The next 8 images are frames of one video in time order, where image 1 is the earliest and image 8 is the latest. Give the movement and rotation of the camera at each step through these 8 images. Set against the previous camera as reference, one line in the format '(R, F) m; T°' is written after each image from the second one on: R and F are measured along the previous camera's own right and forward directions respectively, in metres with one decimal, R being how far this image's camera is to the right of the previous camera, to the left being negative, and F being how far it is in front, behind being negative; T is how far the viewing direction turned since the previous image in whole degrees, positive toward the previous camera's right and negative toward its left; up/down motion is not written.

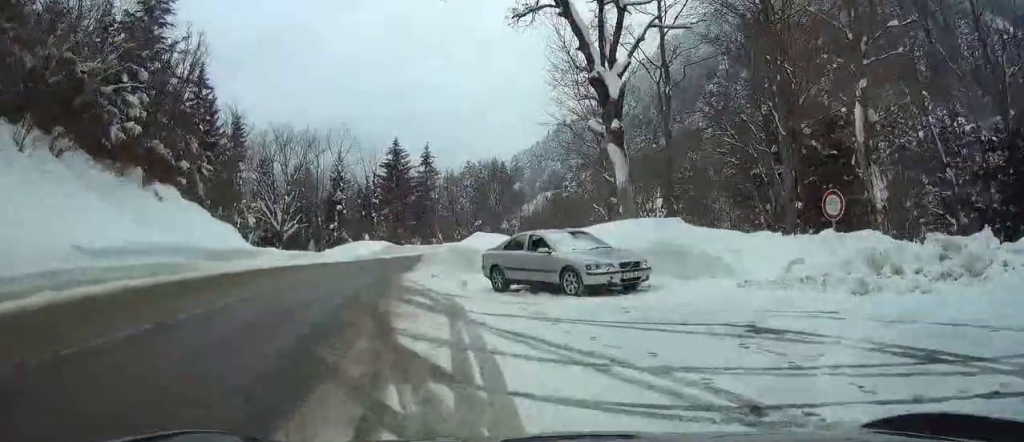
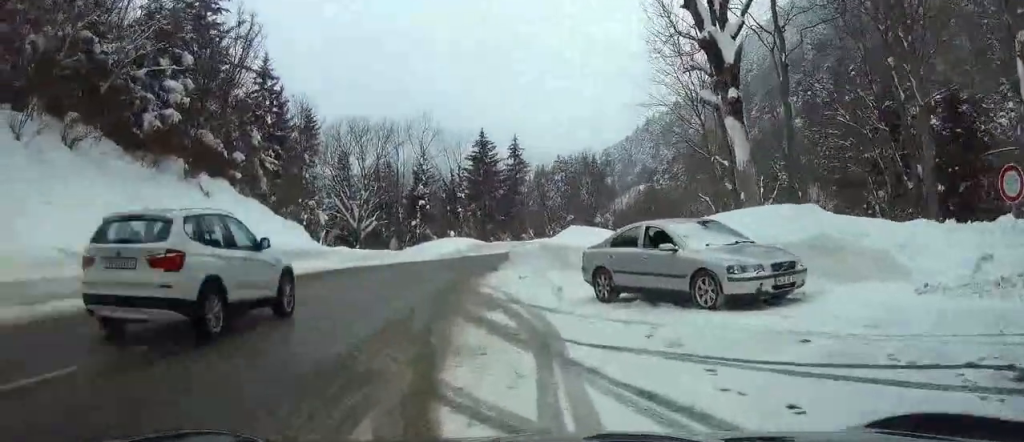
(0.0, +4.1) m; -4°
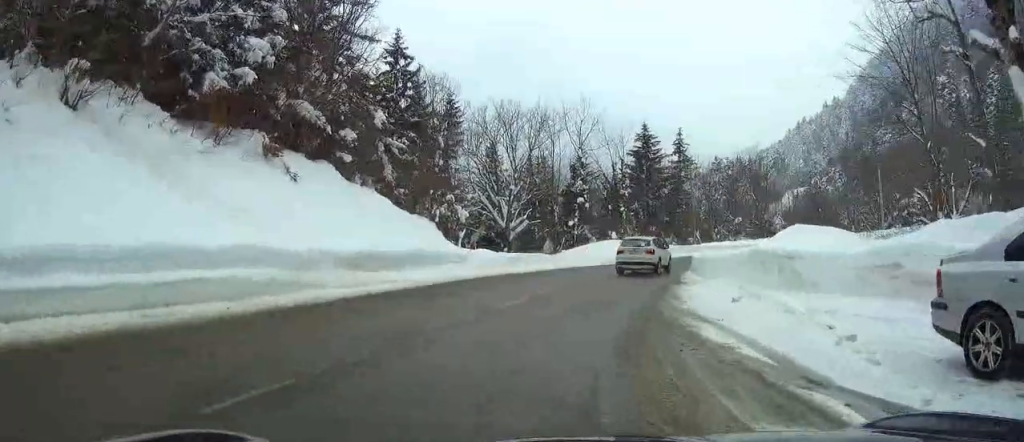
(-1.7, +8.1) m; -19°
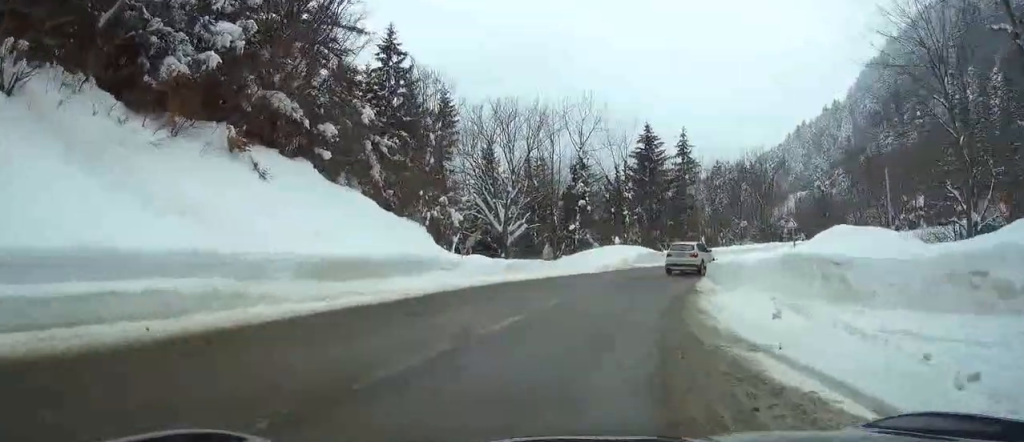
(0.0, +2.6) m; 0°
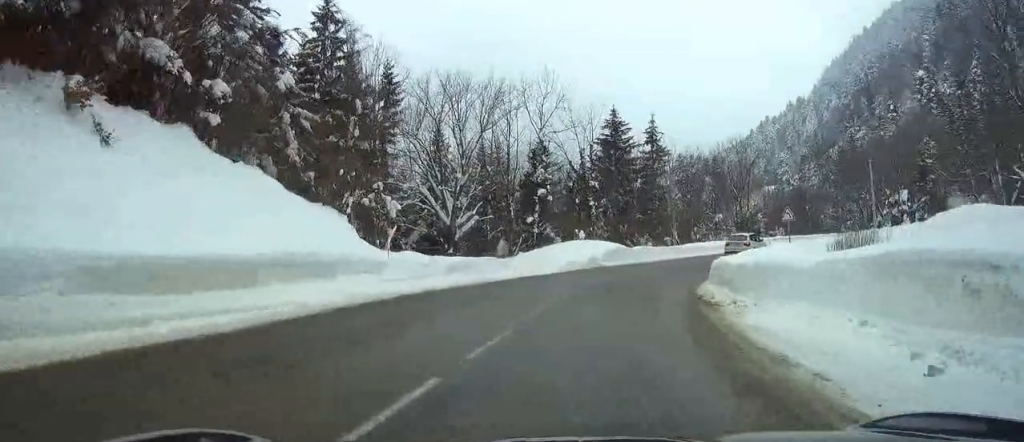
(+0.1, +5.9) m; +3°
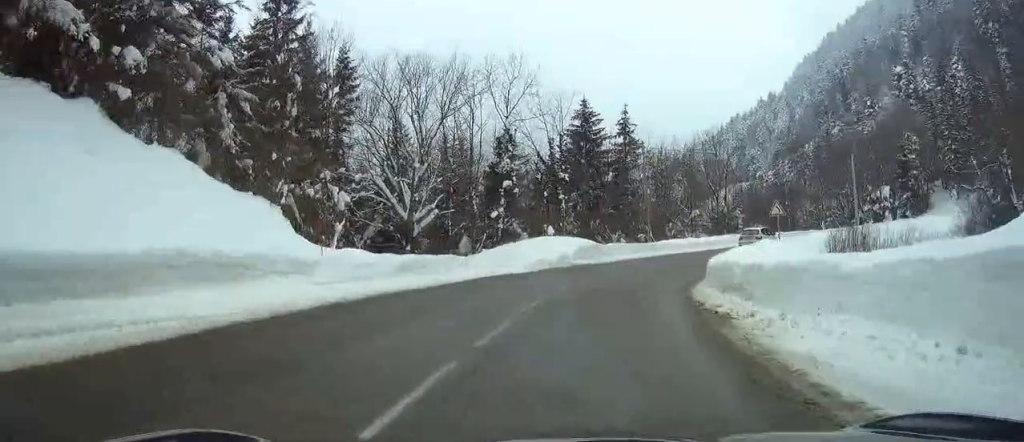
(+0.1, +3.1) m; +2°
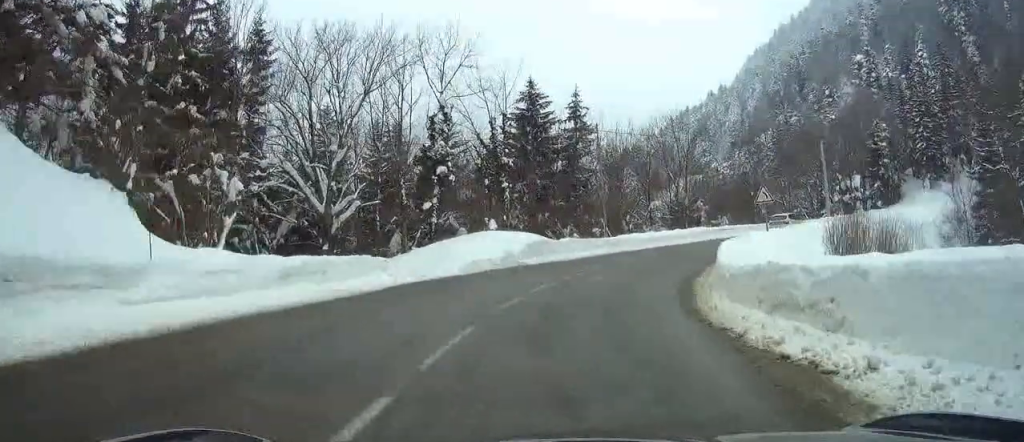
(+0.1, +5.7) m; +4°
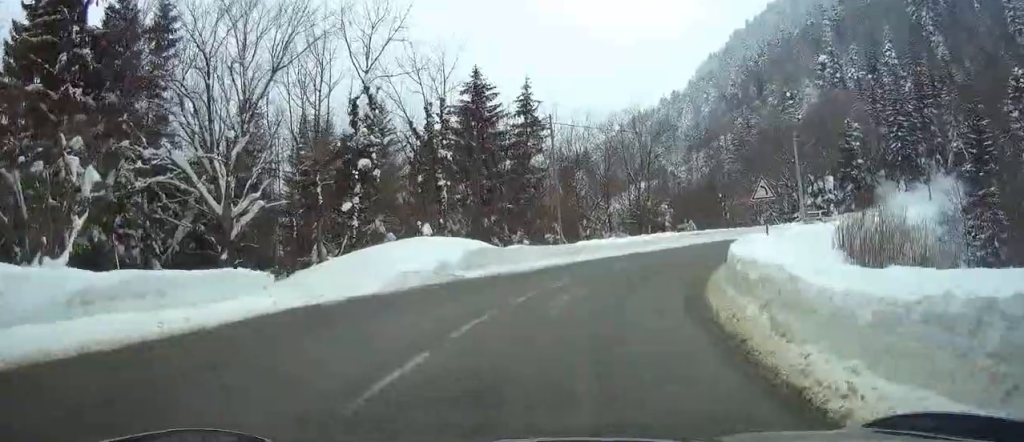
(+0.2, +6.5) m; +5°
